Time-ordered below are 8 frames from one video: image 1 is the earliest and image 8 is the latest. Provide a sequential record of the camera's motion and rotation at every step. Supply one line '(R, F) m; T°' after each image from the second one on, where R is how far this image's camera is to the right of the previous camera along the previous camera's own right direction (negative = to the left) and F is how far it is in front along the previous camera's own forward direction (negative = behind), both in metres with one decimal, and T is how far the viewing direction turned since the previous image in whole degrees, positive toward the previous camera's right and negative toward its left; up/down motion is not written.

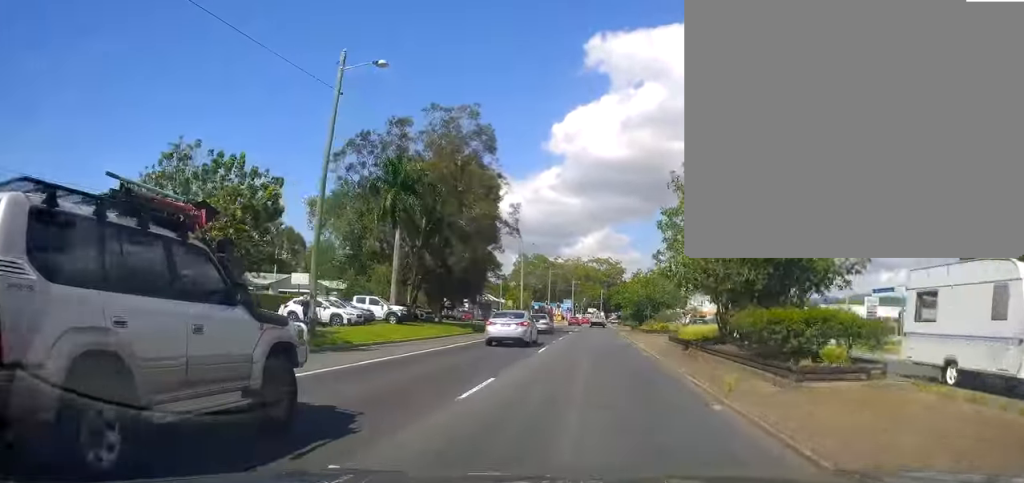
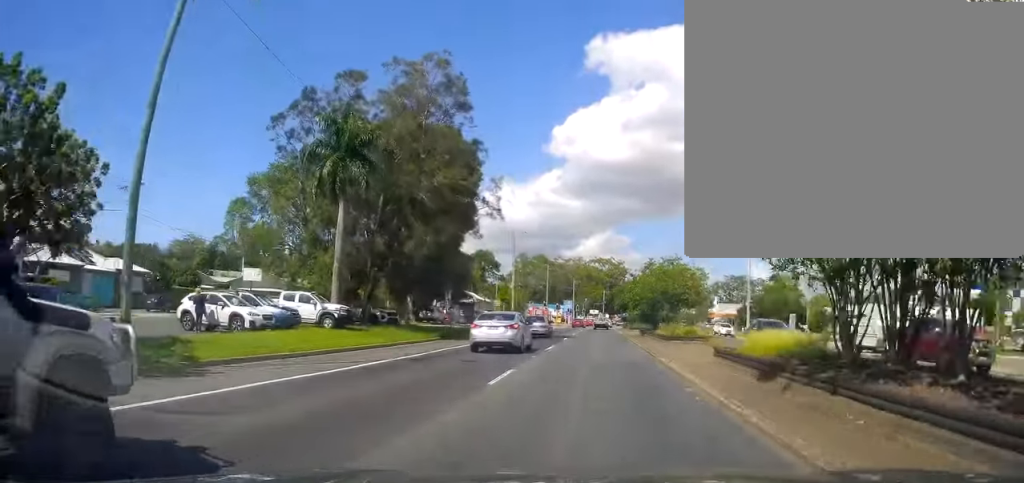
(0.0, +9.4) m; 0°
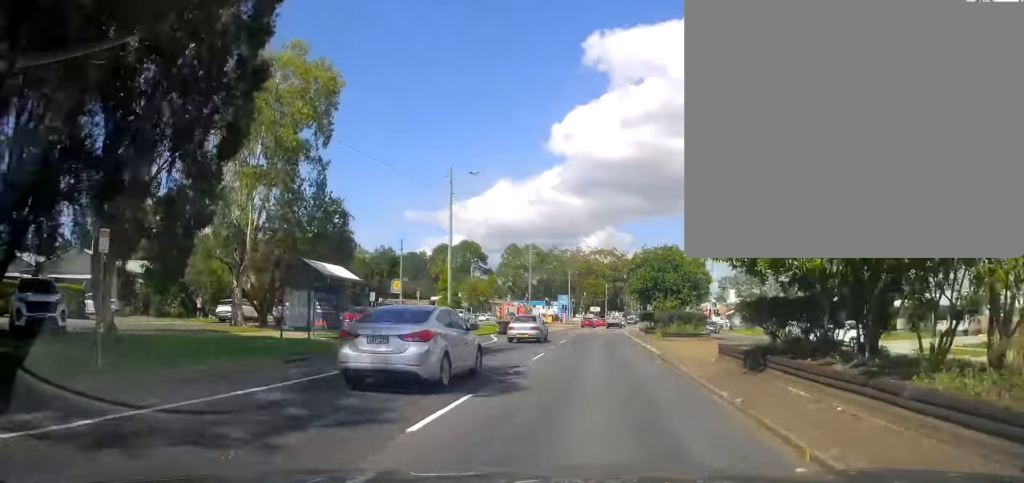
(+1.0, +28.1) m; +1°
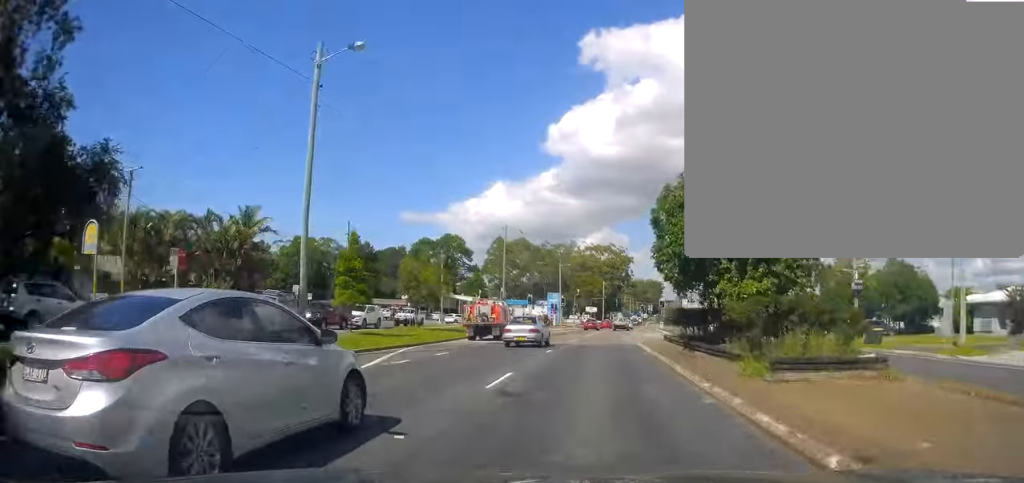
(-0.7, +18.9) m; -2°
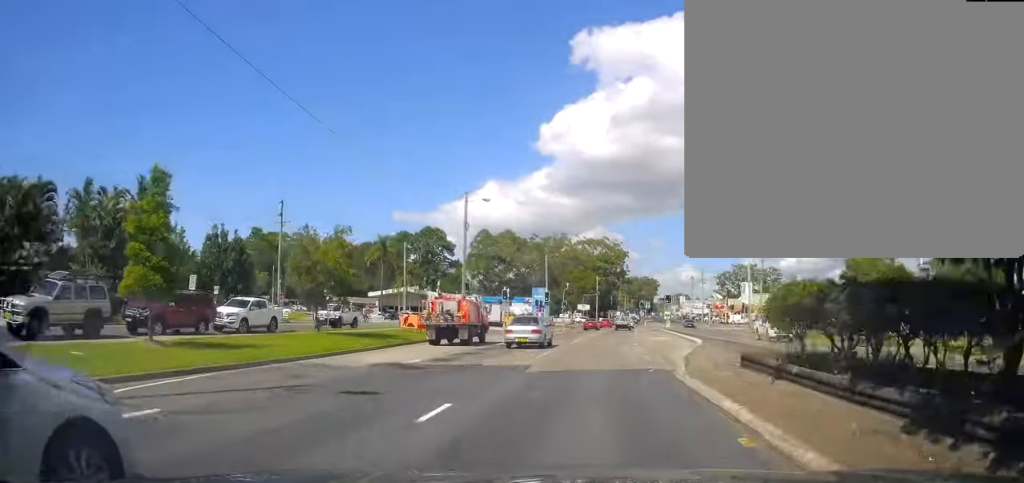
(-0.1, +15.1) m; +2°
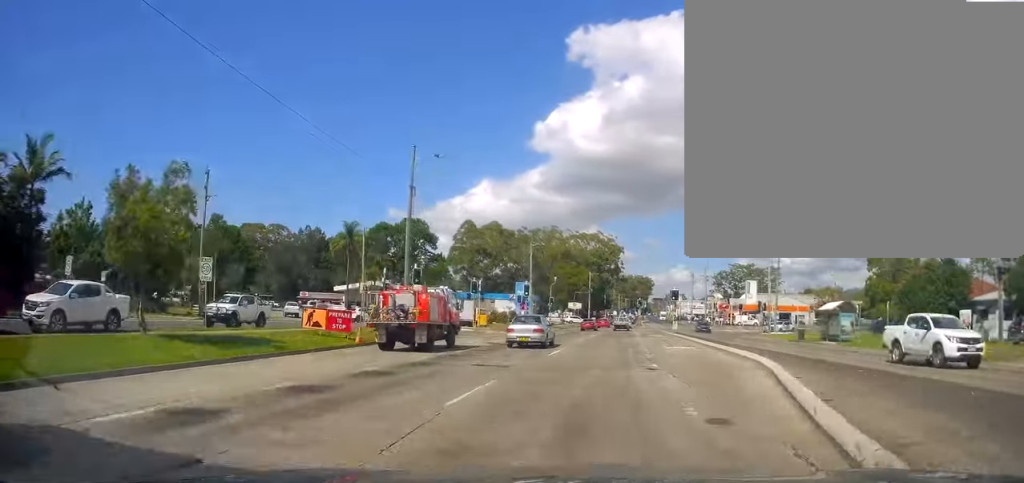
(+0.4, +12.2) m; +2°
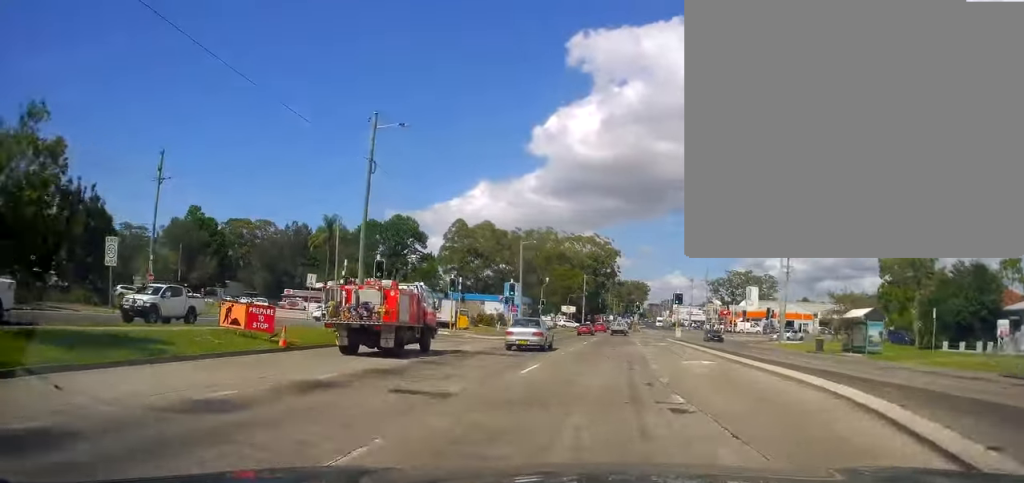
(+0.3, +6.1) m; +1°
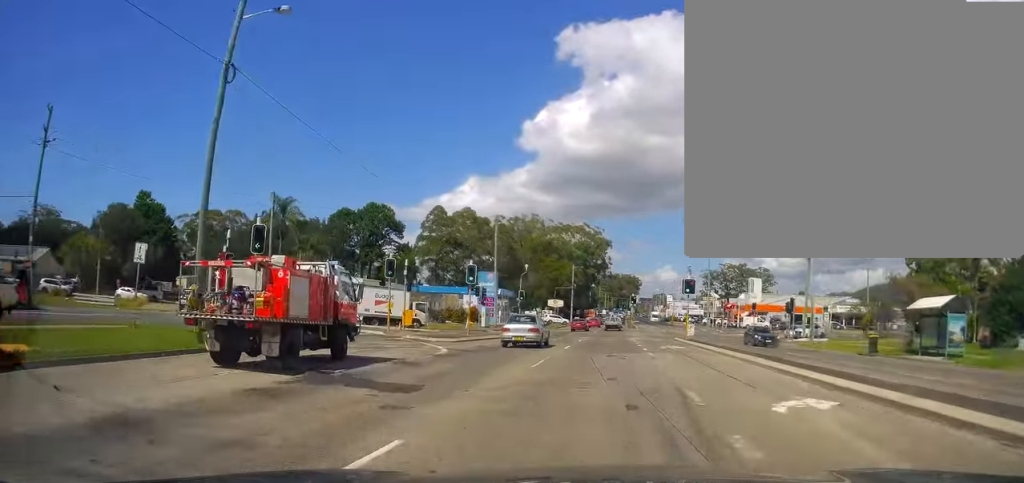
(-0.5, +11.5) m; -2°
